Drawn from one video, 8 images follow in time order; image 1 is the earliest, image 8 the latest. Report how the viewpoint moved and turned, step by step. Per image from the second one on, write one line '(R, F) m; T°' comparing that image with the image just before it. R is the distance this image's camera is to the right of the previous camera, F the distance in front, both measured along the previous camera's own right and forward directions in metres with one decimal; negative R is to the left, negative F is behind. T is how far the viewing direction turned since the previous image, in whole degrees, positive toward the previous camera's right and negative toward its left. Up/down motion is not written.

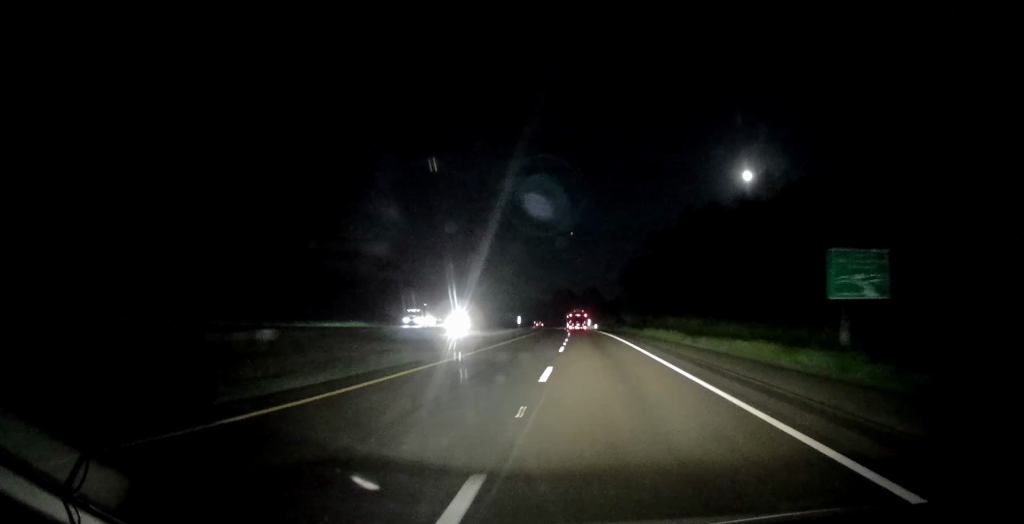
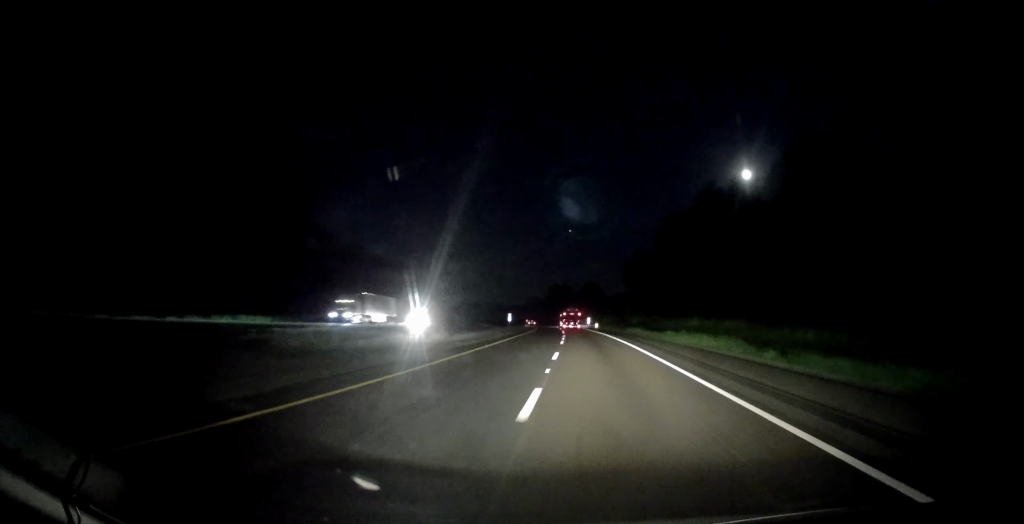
(0.0, +17.1) m; 0°
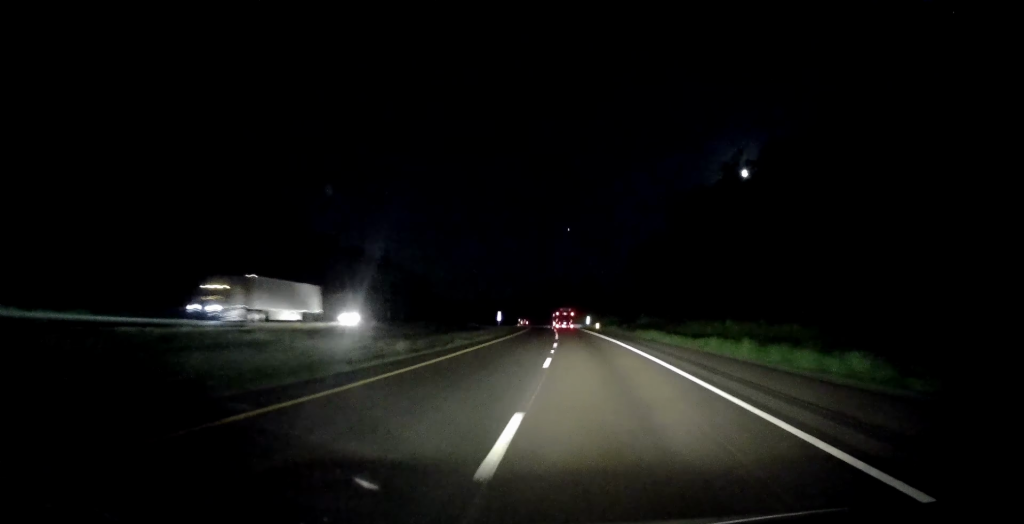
(0.0, +15.1) m; 0°
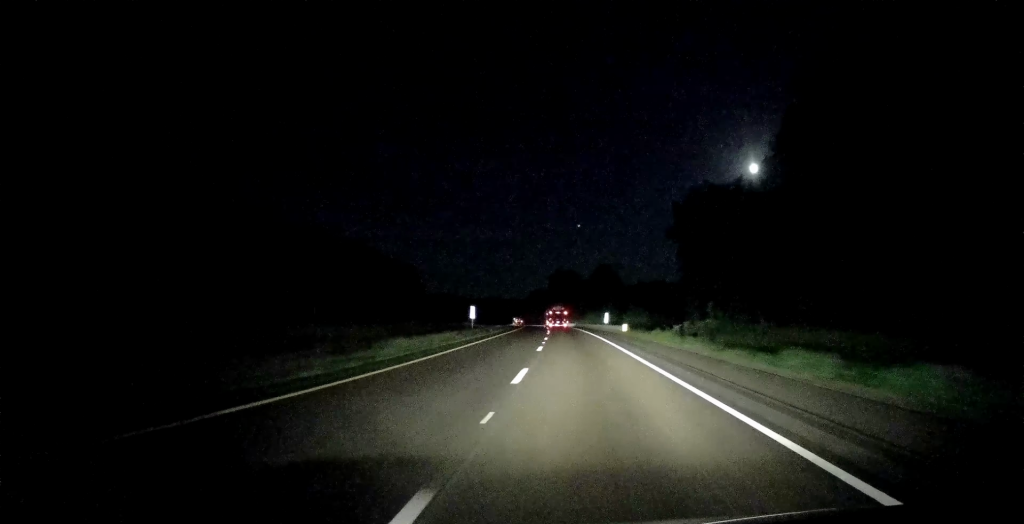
(0.0, +40.4) m; 0°
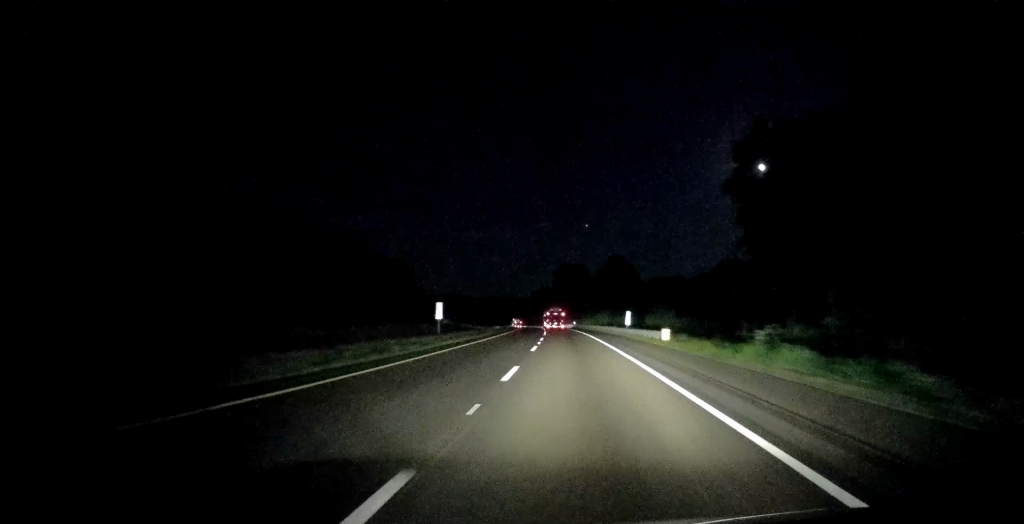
(0.0, +23.4) m; 0°
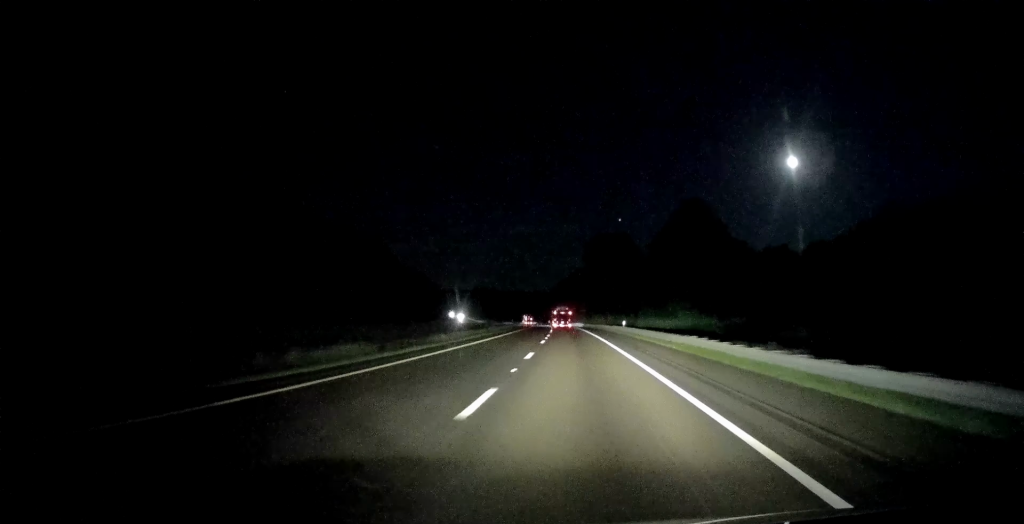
(-1.6, +65.6) m; -4°
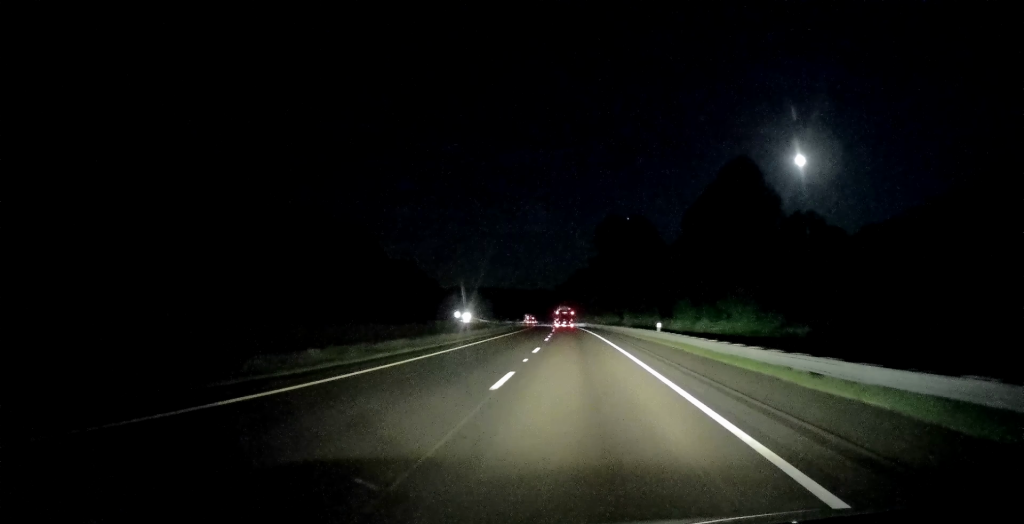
(-0.2, +20.8) m; -1°
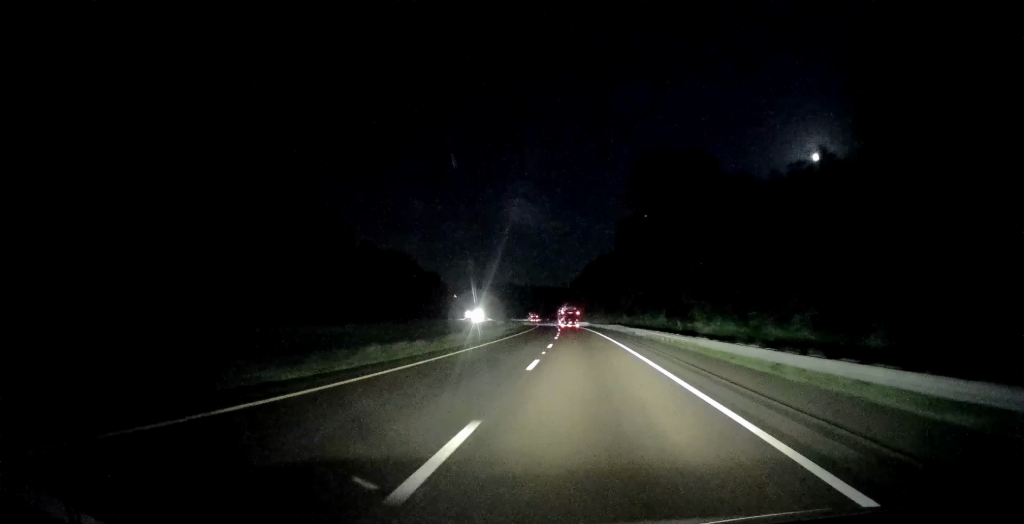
(-0.8, +43.8) m; -1°
